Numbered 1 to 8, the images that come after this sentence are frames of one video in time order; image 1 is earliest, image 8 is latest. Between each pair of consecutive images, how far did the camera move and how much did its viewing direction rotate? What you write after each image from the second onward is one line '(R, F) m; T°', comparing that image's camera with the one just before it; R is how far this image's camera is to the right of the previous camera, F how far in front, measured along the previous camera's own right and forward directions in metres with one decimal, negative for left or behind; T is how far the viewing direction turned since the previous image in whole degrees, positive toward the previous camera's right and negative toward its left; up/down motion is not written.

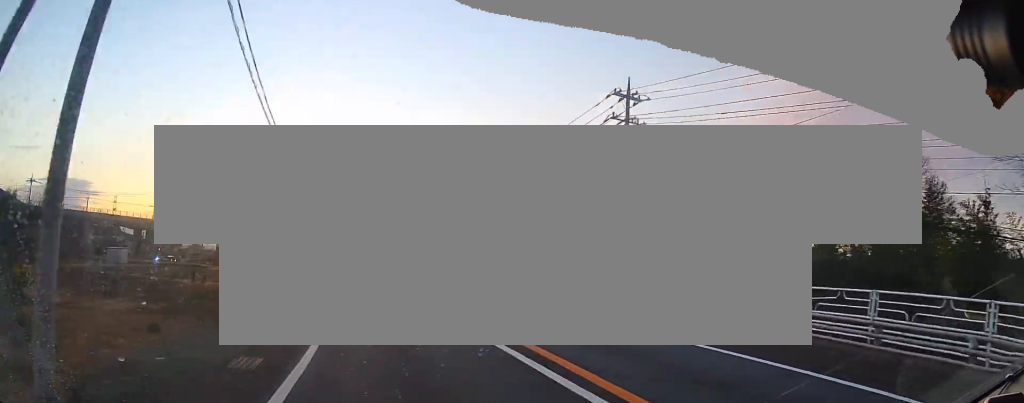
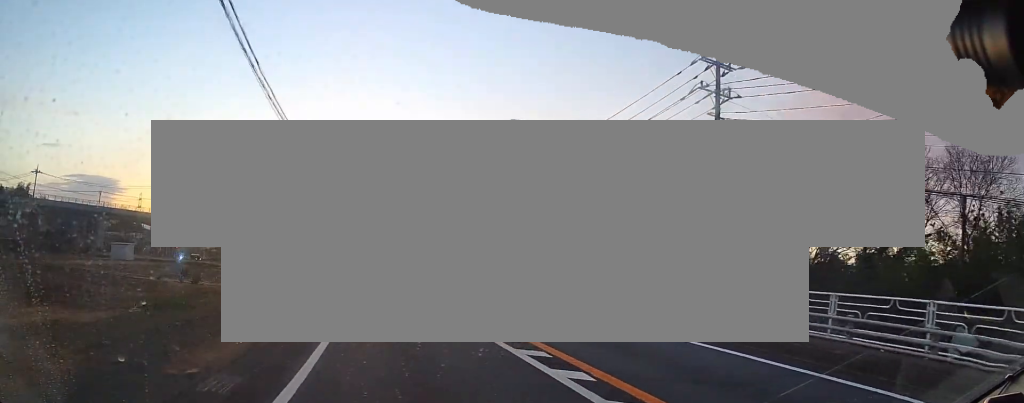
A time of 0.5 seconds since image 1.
(-0.3, +6.6) m; 0°
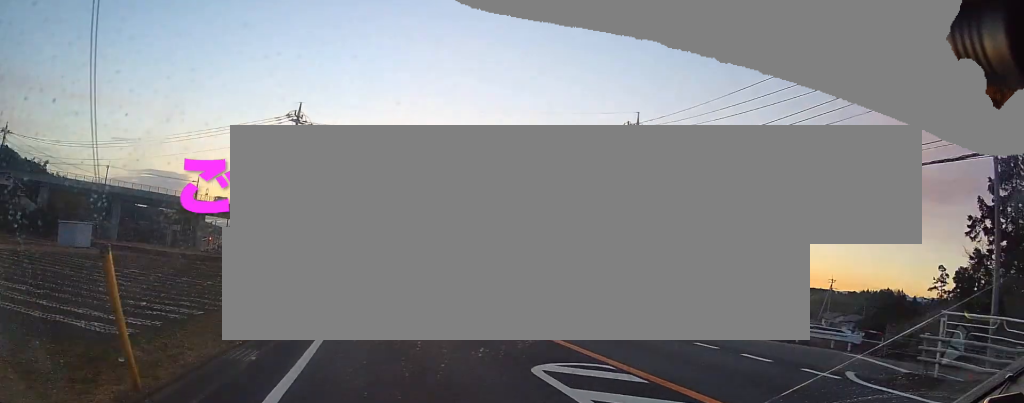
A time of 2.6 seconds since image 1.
(-1.0, +28.1) m; -8°
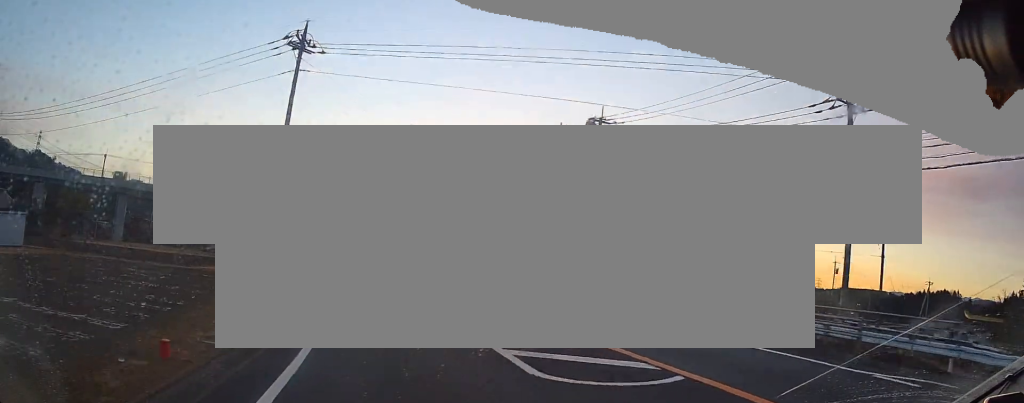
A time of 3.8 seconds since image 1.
(-0.7, +17.0) m; -6°
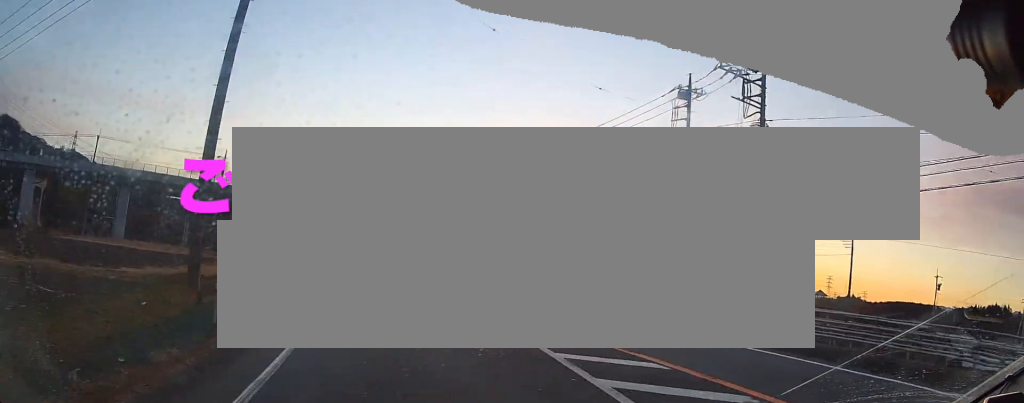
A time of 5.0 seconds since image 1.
(-1.1, +16.1) m; -7°
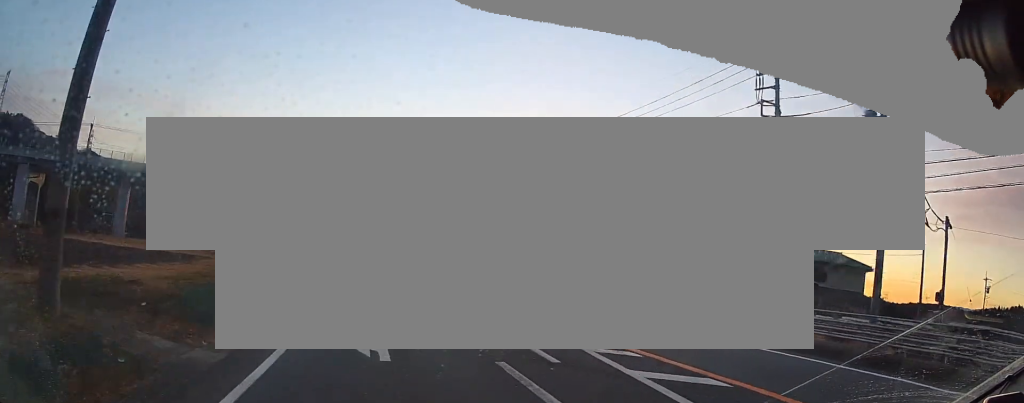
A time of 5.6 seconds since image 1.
(+0.1, +7.6) m; -4°
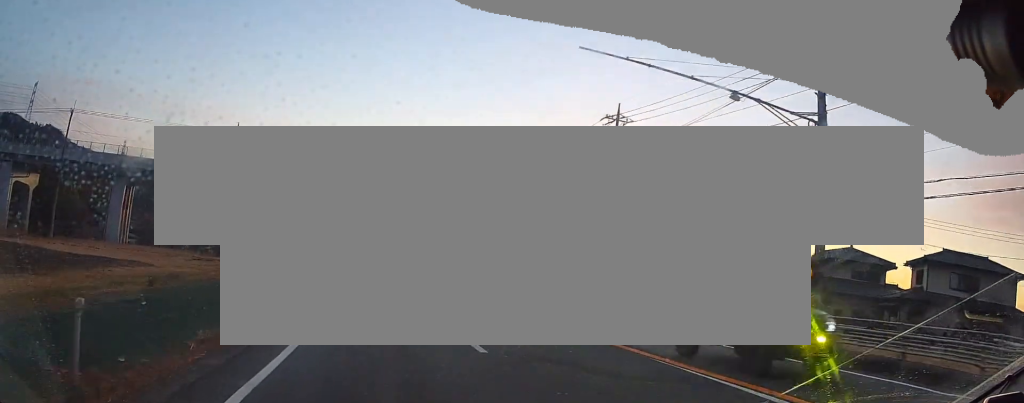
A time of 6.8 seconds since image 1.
(-1.2, +14.7) m; -5°
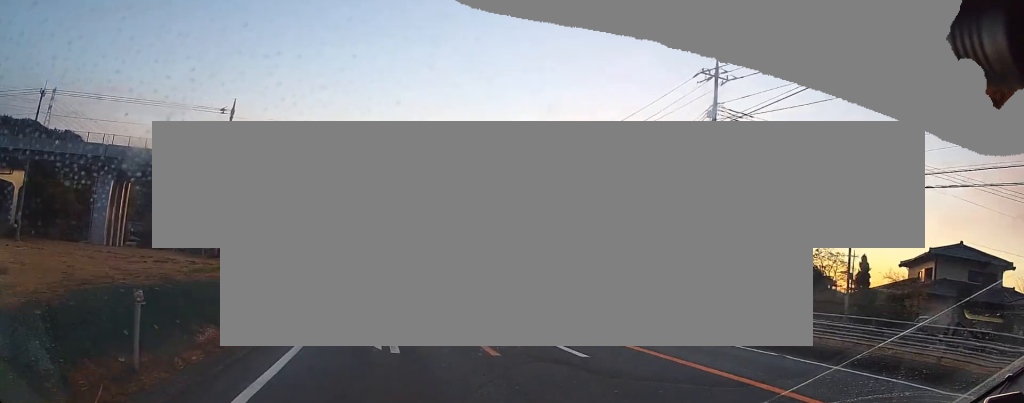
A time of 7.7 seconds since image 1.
(-0.1, +11.5) m; -1°
